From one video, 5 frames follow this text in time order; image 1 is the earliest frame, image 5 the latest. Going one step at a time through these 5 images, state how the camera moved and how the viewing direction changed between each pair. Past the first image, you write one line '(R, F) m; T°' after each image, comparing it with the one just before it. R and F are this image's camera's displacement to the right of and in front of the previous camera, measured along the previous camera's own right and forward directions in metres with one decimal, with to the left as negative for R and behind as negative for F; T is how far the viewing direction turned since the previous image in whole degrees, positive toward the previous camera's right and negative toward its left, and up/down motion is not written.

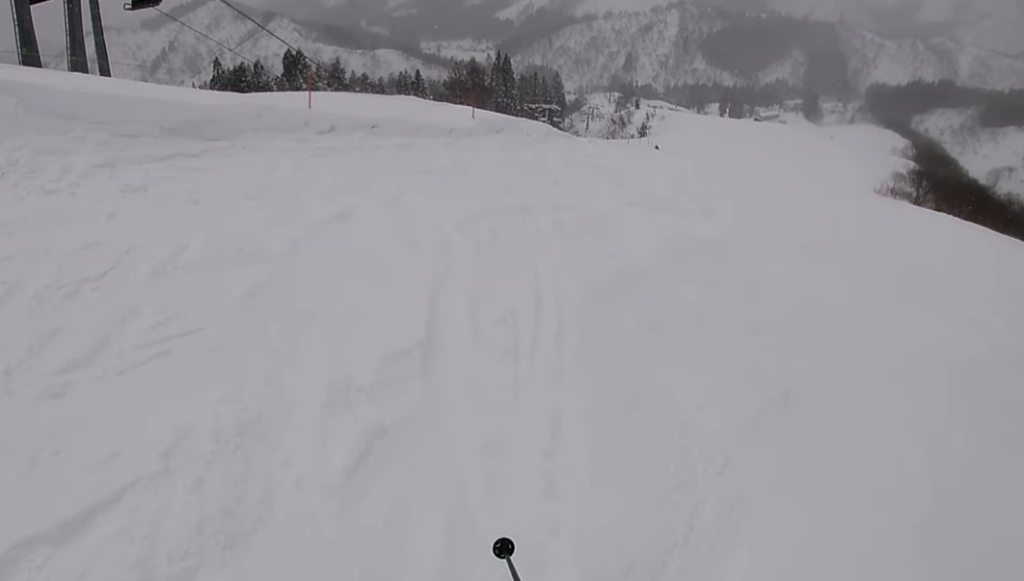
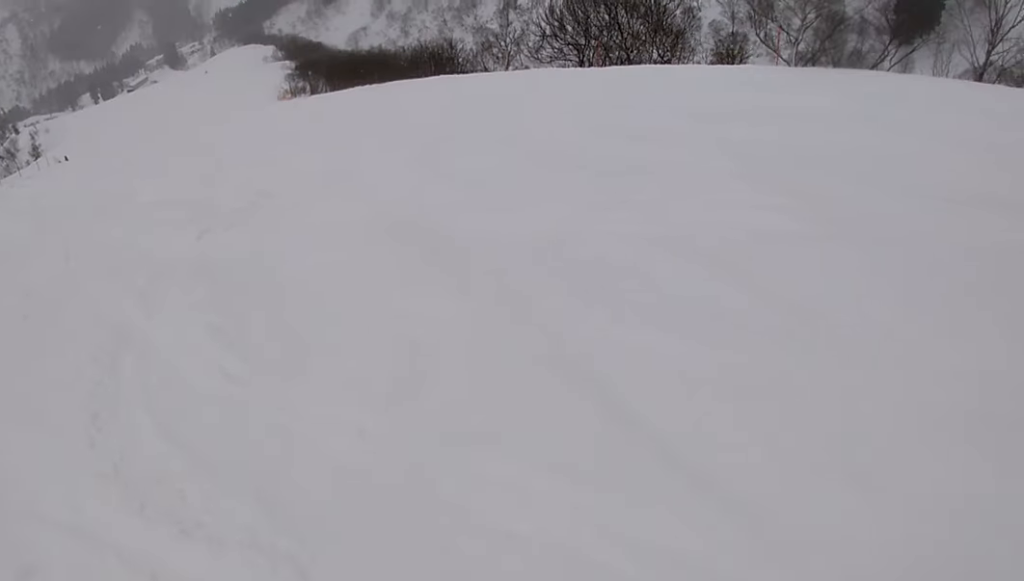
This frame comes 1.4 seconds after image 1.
(+0.3, +4.9) m; +27°
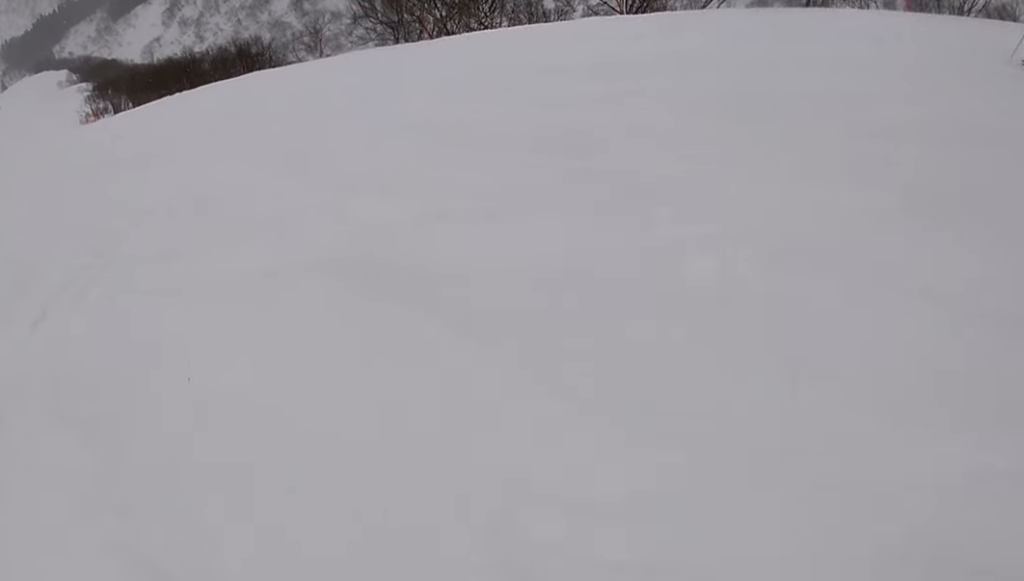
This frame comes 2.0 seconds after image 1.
(+0.6, +2.4) m; +16°
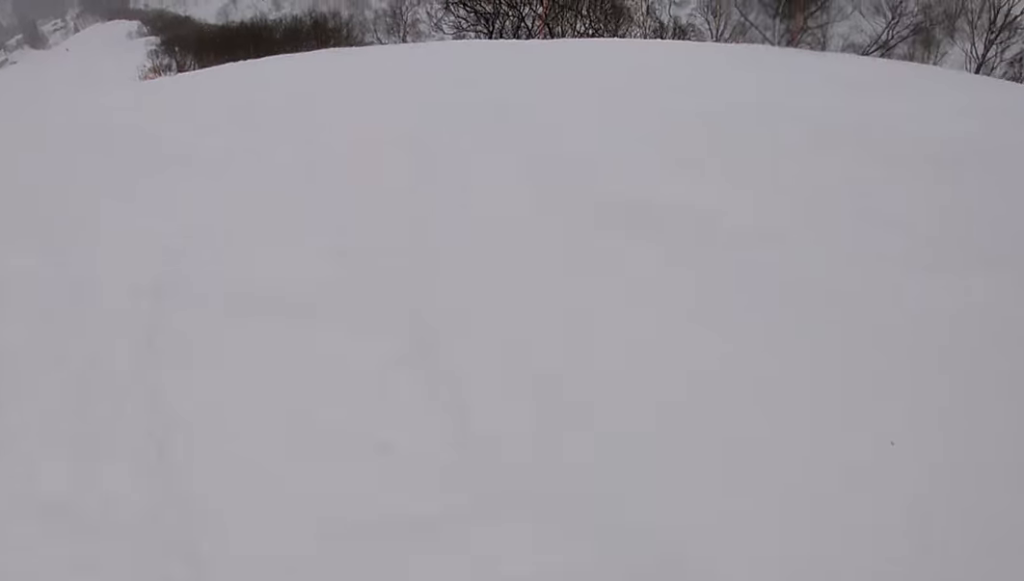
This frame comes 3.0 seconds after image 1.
(+0.8, +5.0) m; +10°
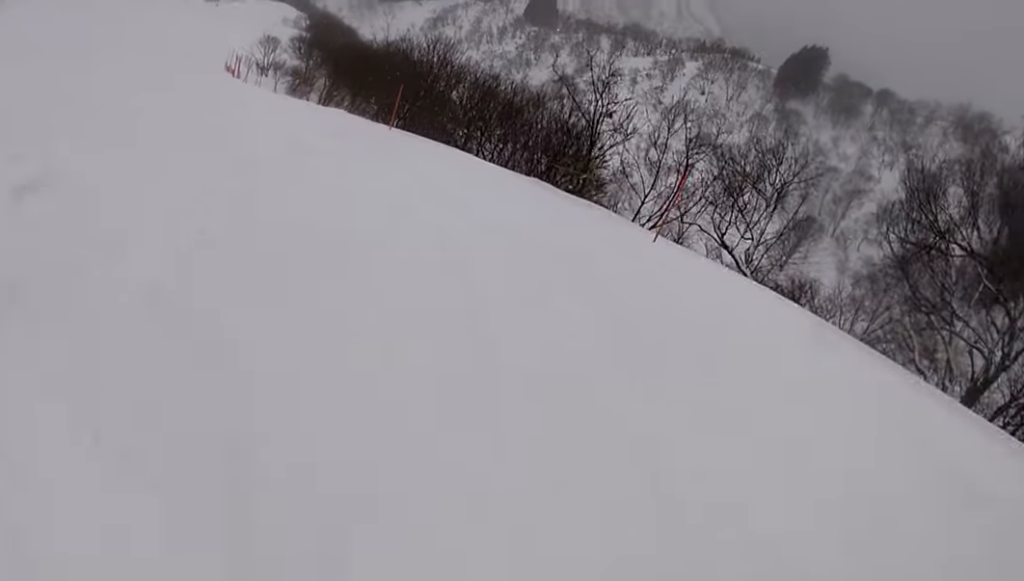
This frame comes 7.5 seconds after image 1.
(0.0, +30.1) m; -13°
